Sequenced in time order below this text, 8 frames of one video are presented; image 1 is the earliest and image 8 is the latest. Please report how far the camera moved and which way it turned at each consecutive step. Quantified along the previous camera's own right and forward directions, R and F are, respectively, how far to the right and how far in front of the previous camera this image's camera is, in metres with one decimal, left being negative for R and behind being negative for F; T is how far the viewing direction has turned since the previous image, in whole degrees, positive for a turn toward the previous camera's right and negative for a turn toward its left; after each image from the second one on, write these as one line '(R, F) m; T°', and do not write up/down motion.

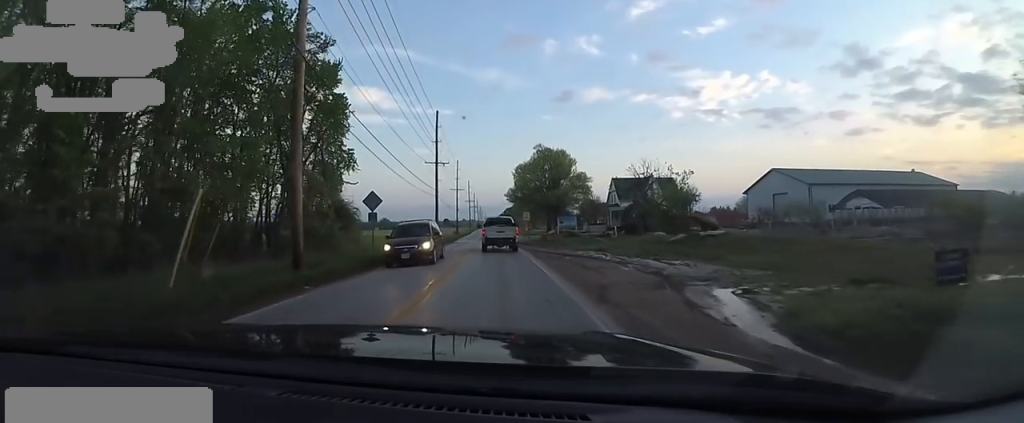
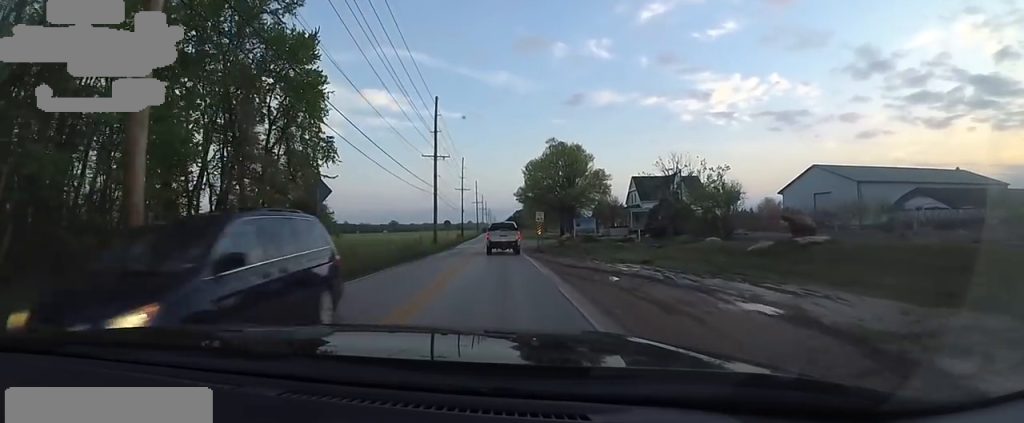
(-0.4, +7.6) m; -6°
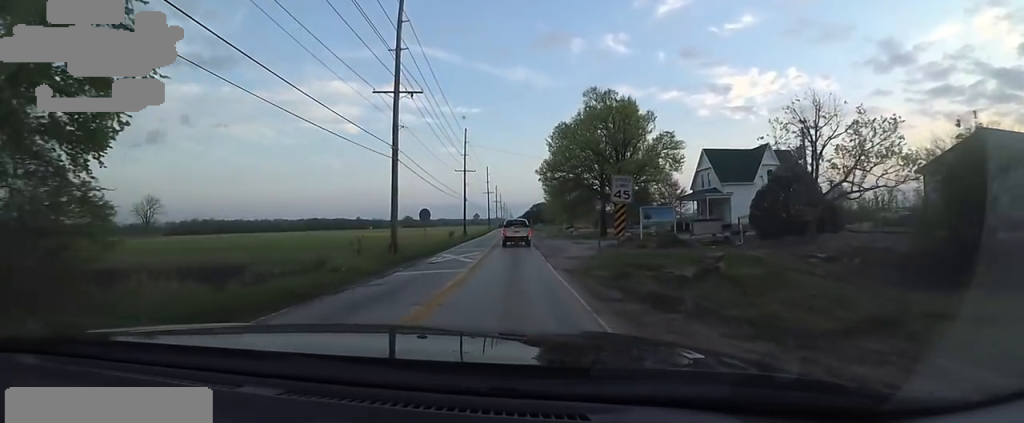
(-0.9, +22.5) m; +2°
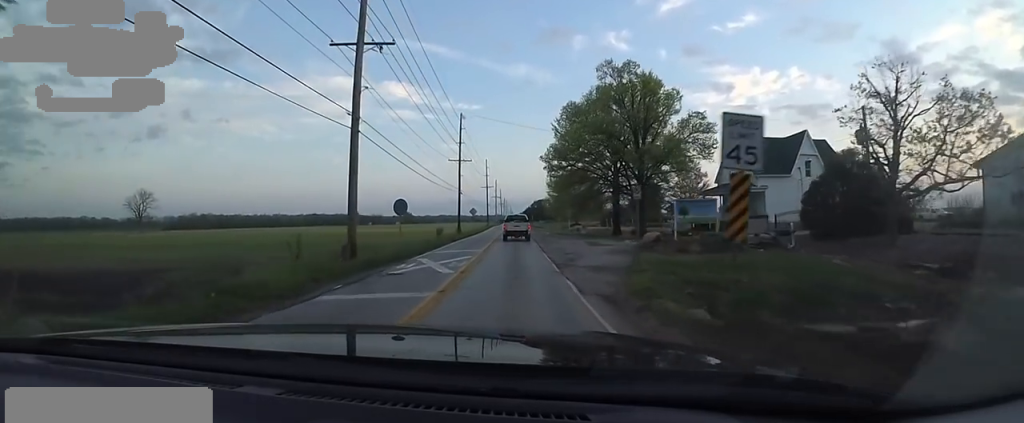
(+0.4, +6.9) m; +3°
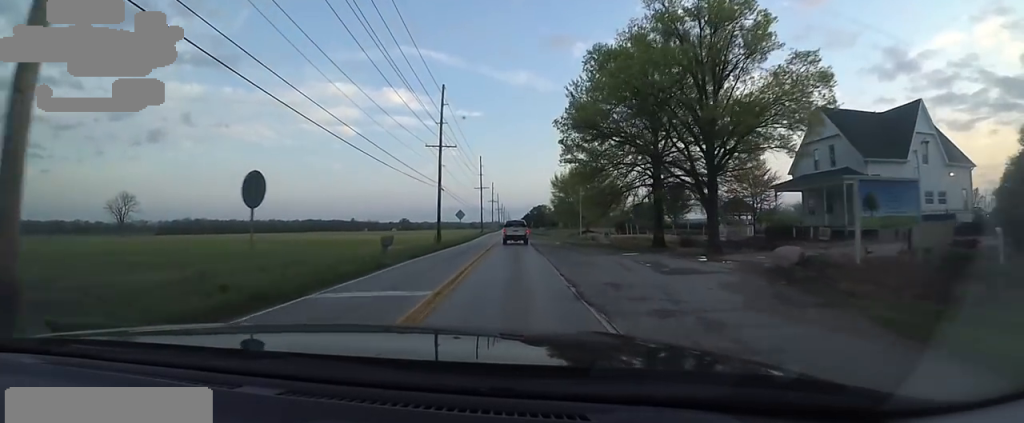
(+0.1, +14.4) m; +1°
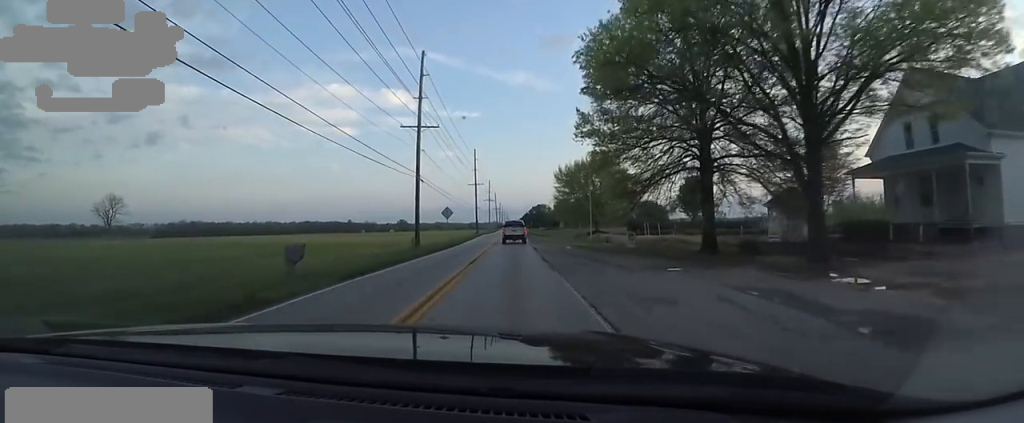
(0.0, +9.5) m; -2°
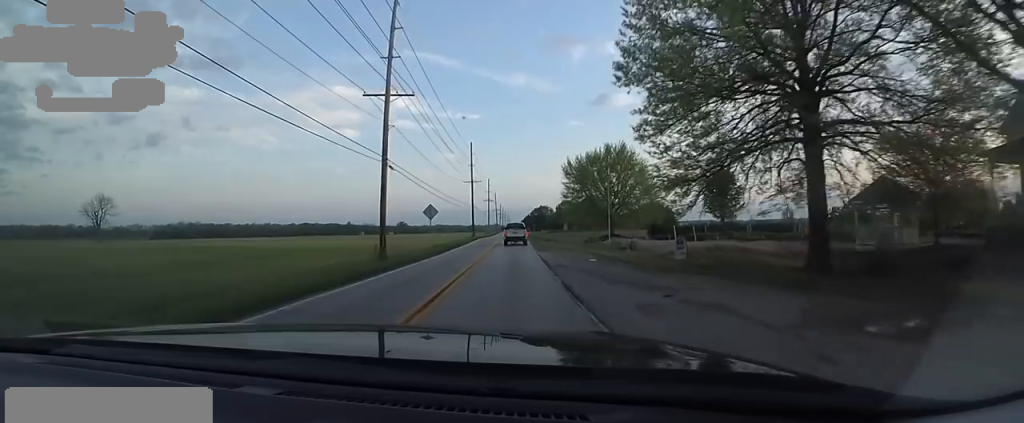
(+0.3, +9.1) m; -2°
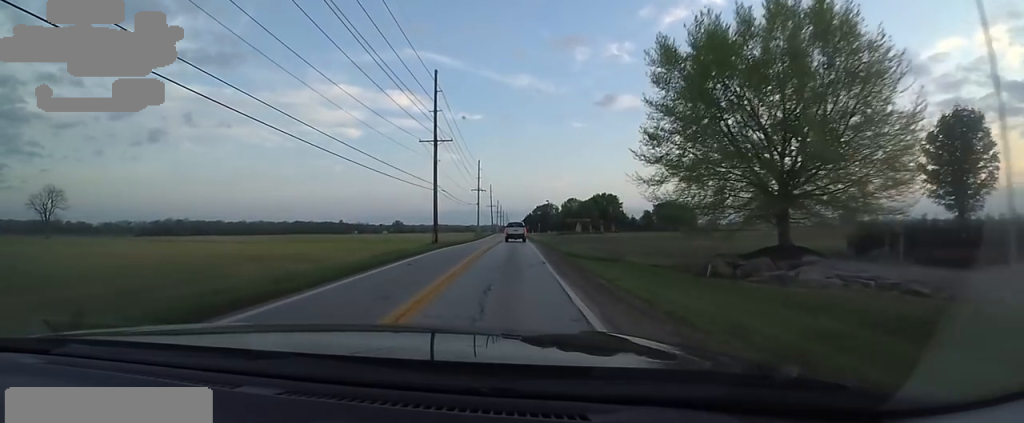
(+0.5, +34.8) m; +1°
